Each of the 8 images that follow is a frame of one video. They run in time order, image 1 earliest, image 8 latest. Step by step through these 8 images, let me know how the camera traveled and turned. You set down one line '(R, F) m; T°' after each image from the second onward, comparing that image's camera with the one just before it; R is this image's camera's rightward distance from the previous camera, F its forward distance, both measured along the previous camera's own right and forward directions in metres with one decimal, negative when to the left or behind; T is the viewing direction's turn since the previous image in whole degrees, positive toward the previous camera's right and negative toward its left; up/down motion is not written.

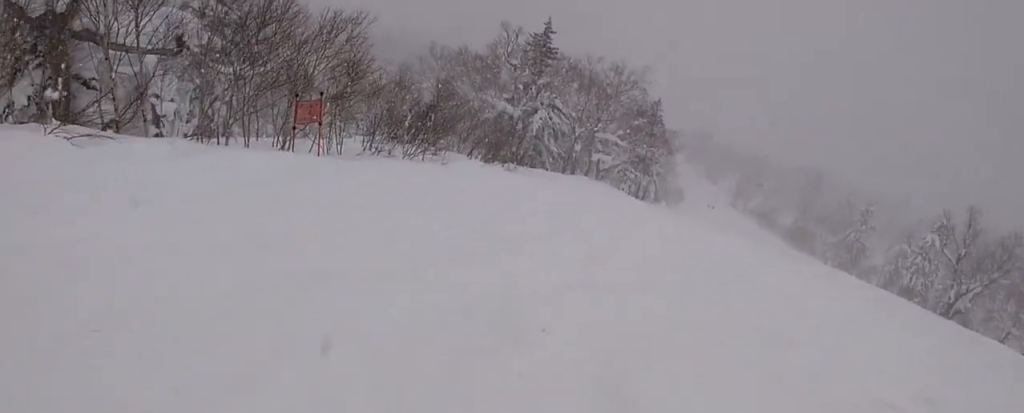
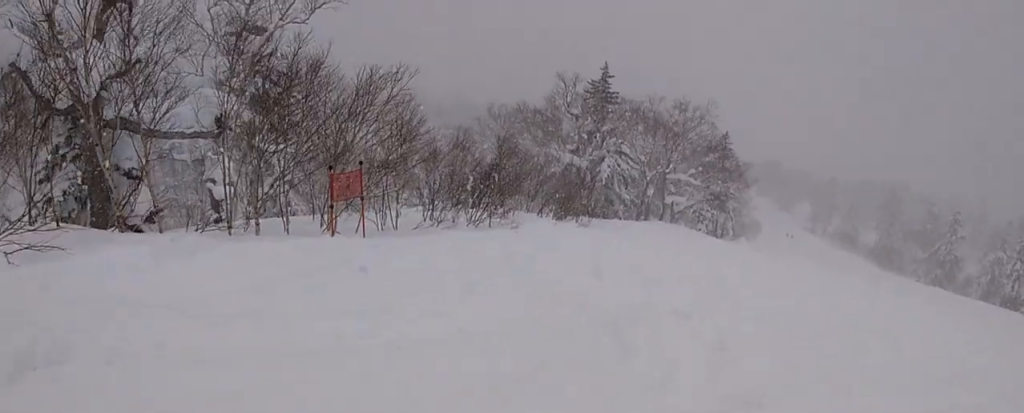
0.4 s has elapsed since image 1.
(+0.3, +2.2) m; +11°
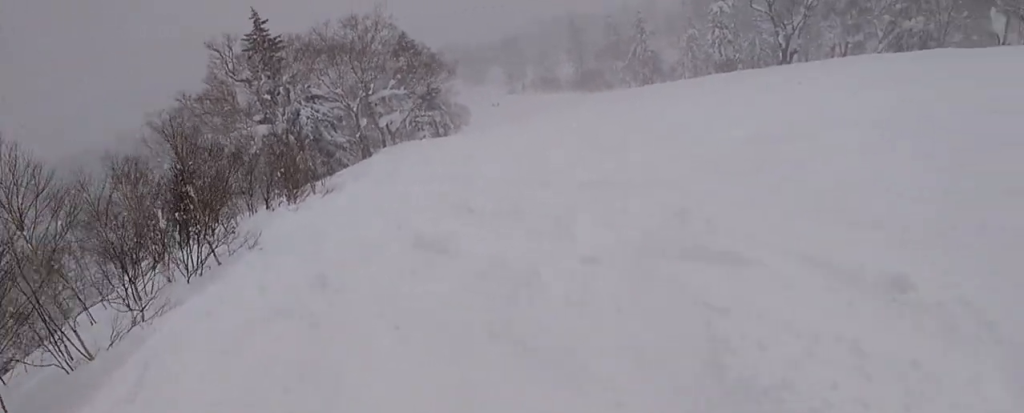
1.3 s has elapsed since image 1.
(+1.3, +4.5) m; +28°
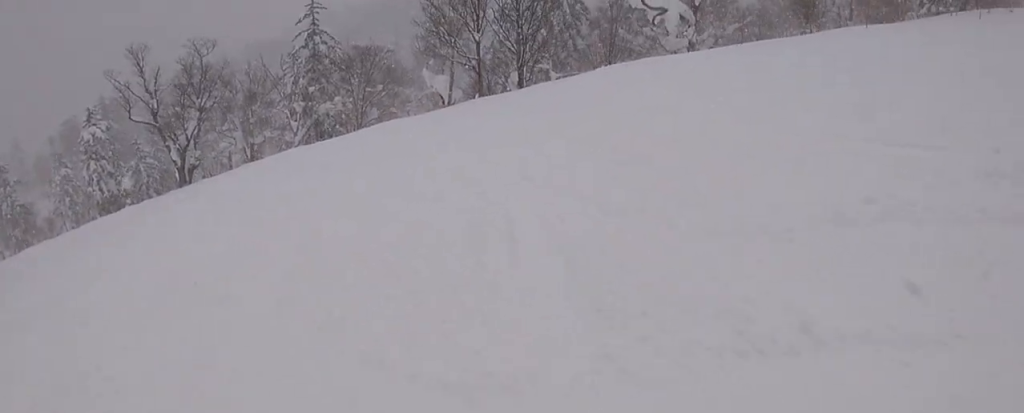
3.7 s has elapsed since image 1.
(+4.2, +13.0) m; +14°
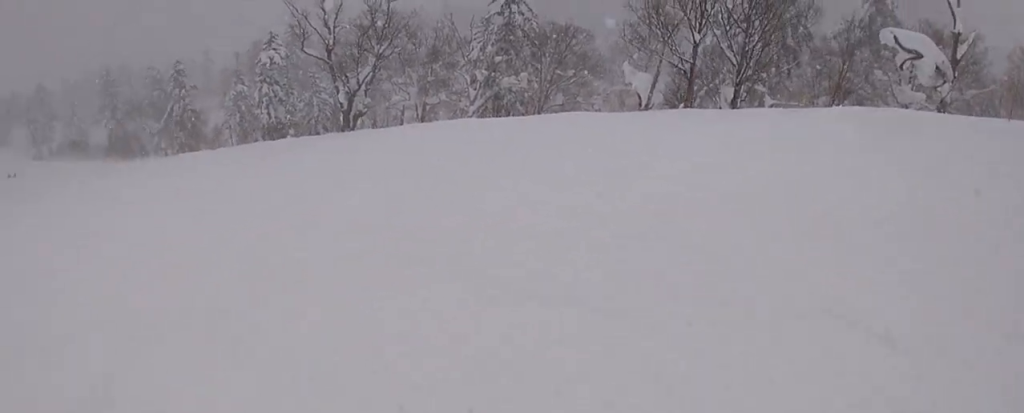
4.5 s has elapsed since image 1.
(-0.2, +3.7) m; -16°
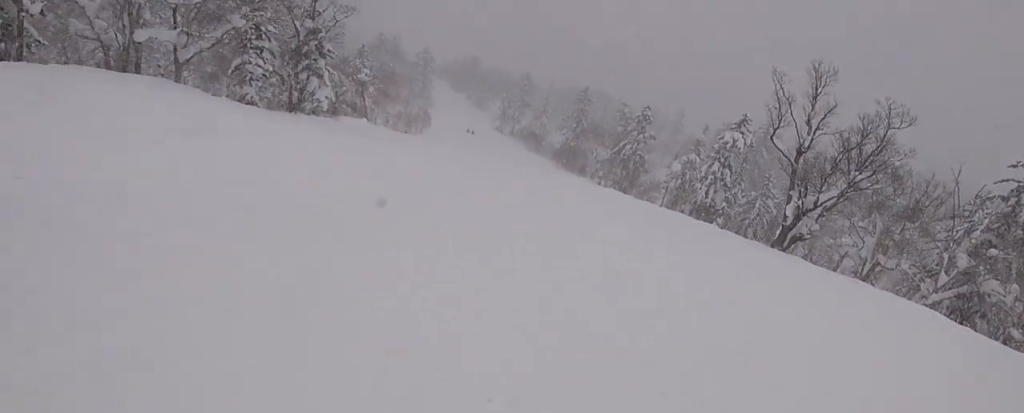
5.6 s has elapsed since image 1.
(-1.8, +5.1) m; -29°
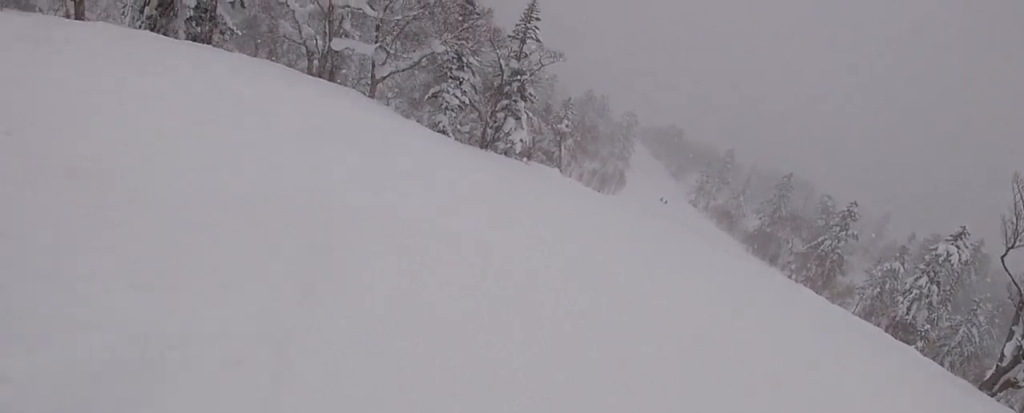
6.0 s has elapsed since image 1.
(+0.1, +2.2) m; -9°
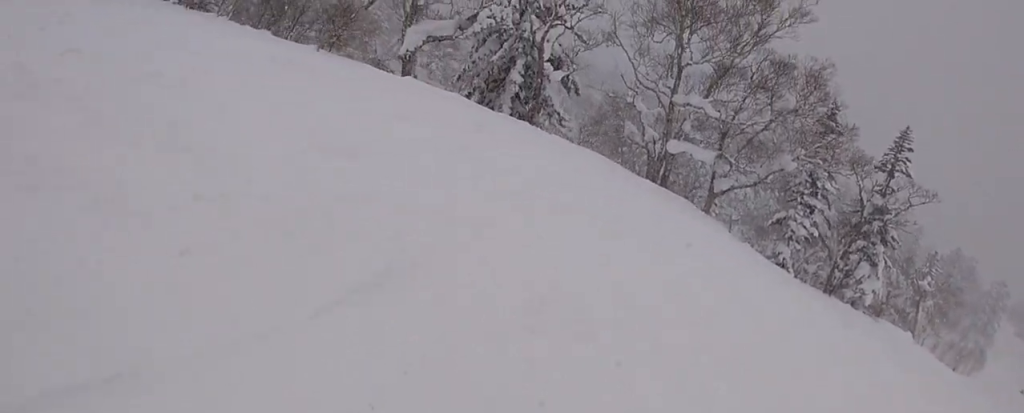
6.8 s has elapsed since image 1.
(-0.8, +3.3) m; -27°
